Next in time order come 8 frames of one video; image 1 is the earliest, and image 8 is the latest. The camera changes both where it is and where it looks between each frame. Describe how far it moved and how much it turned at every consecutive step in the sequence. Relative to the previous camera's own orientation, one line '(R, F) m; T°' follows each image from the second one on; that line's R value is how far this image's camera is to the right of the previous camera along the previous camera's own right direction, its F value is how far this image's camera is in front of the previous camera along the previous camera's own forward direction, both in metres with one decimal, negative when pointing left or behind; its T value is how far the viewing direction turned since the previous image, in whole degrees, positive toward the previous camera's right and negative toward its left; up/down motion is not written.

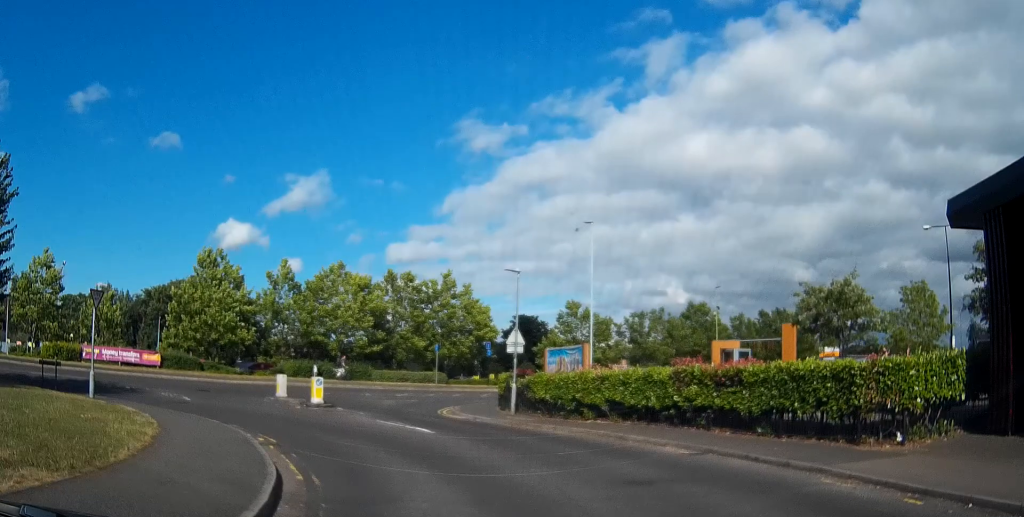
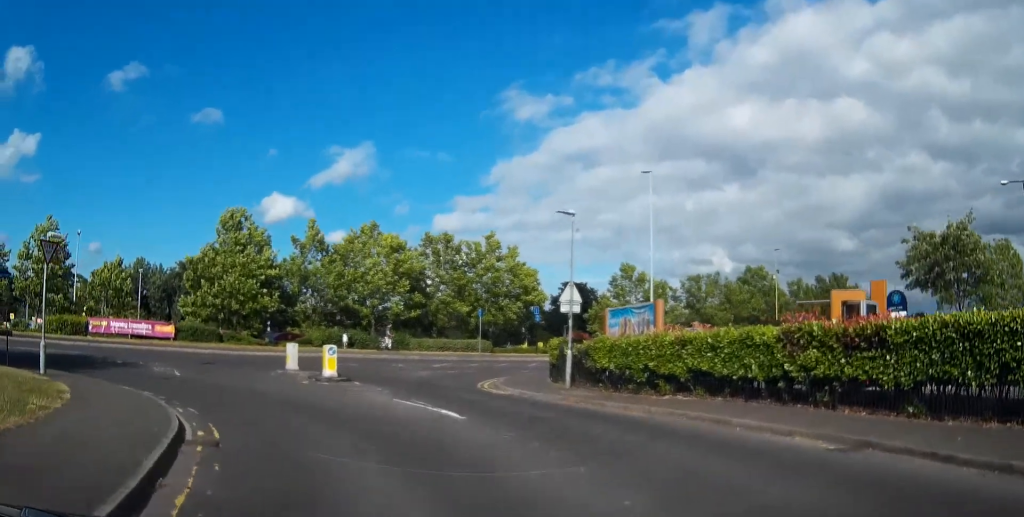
(-0.3, +5.1) m; -8°
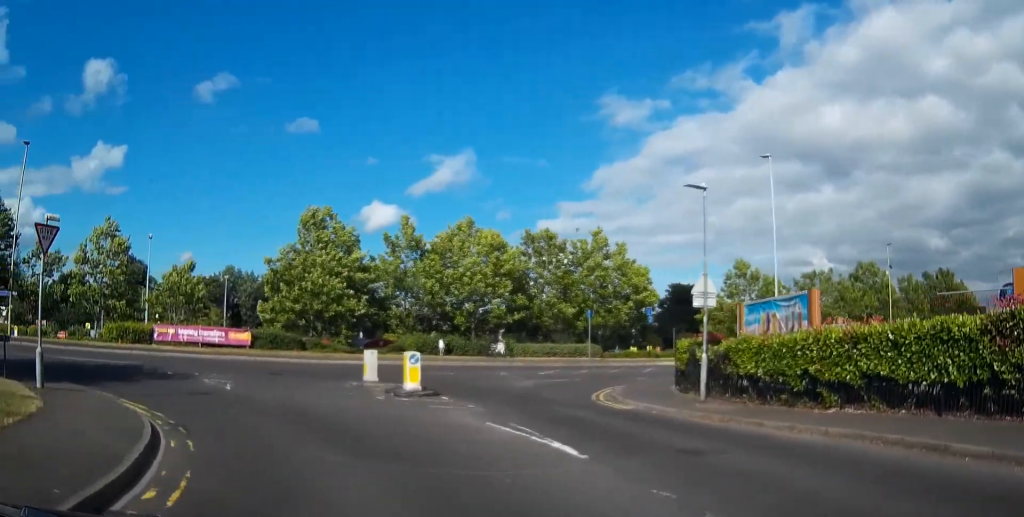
(-0.4, +3.8) m; -5°
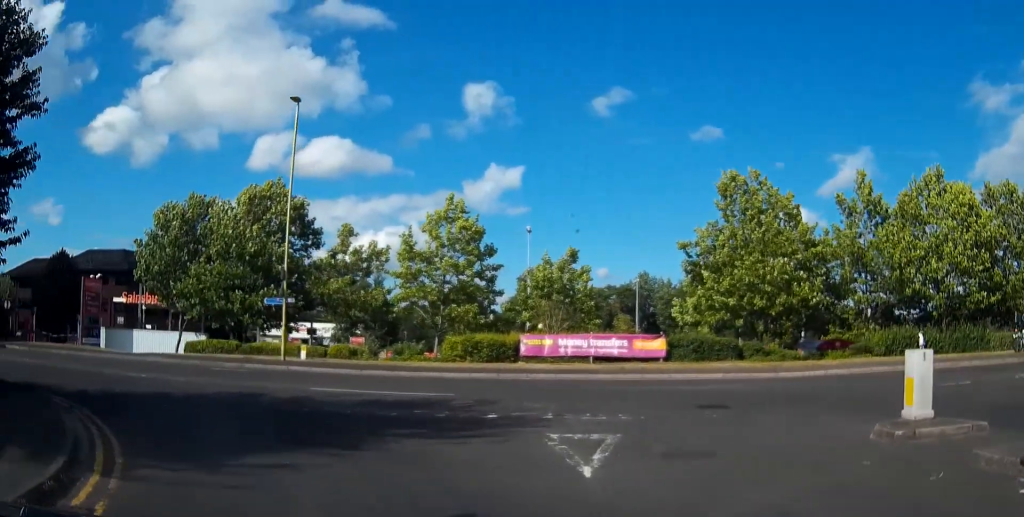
(-2.7, +11.9) m; -32°
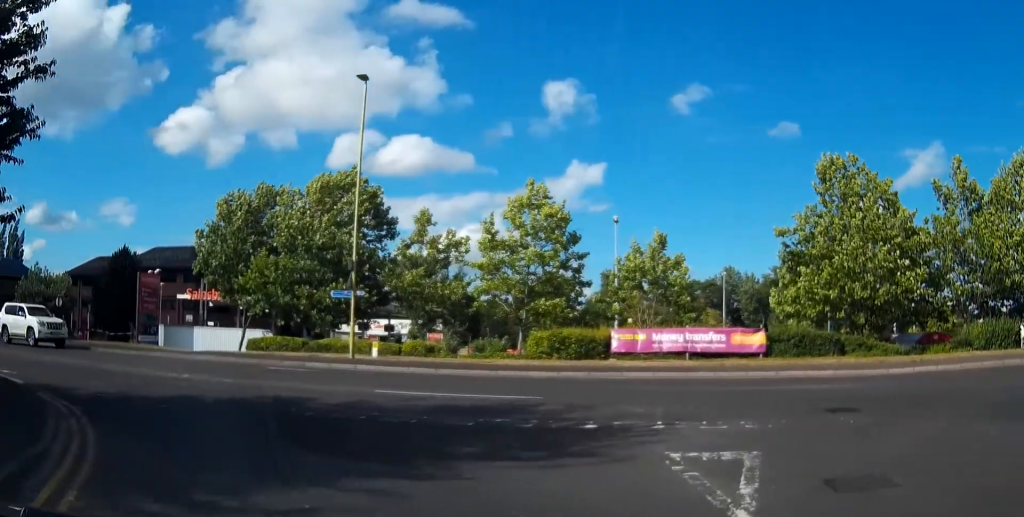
(-0.3, +2.5) m; -8°
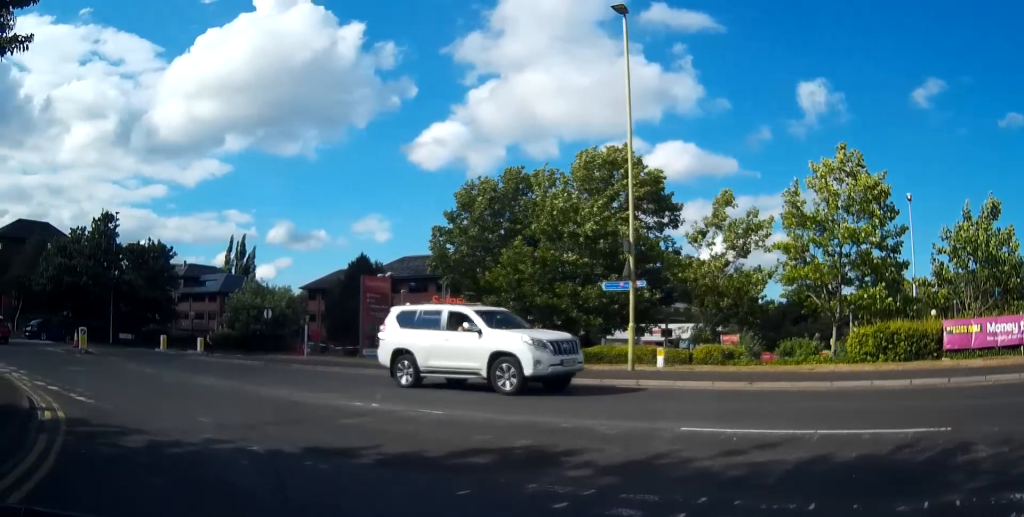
(-1.5, +7.1) m; -22°
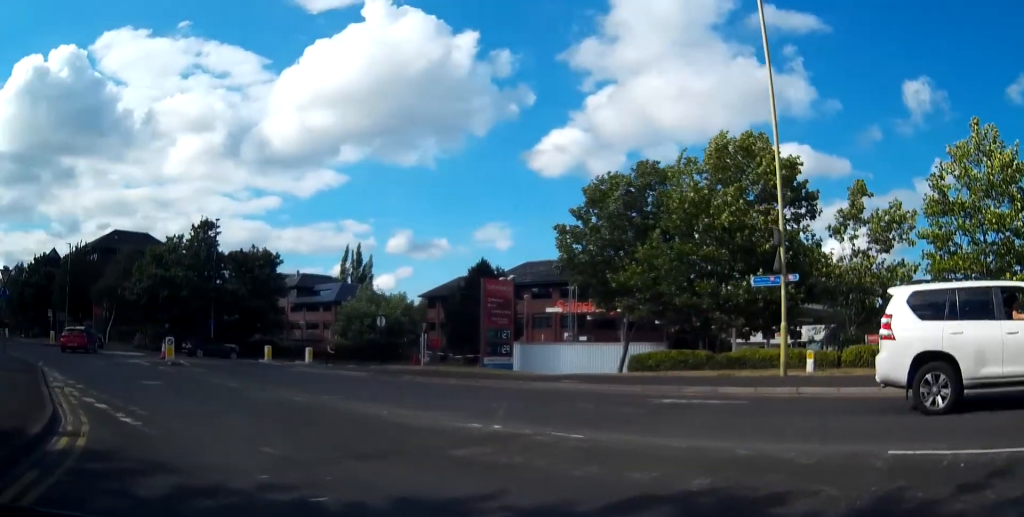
(-0.2, +3.1) m; -8°
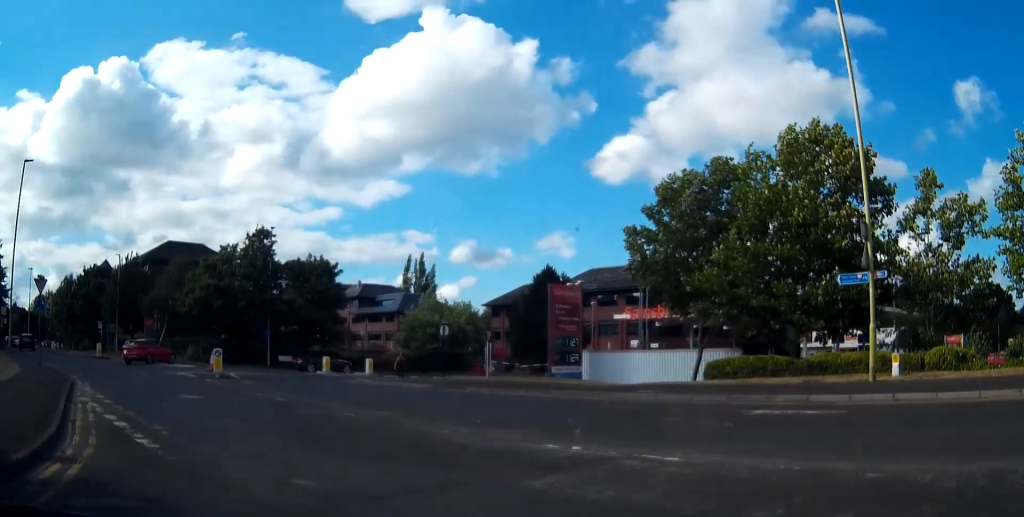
(-0.1, +1.6) m; -6°
